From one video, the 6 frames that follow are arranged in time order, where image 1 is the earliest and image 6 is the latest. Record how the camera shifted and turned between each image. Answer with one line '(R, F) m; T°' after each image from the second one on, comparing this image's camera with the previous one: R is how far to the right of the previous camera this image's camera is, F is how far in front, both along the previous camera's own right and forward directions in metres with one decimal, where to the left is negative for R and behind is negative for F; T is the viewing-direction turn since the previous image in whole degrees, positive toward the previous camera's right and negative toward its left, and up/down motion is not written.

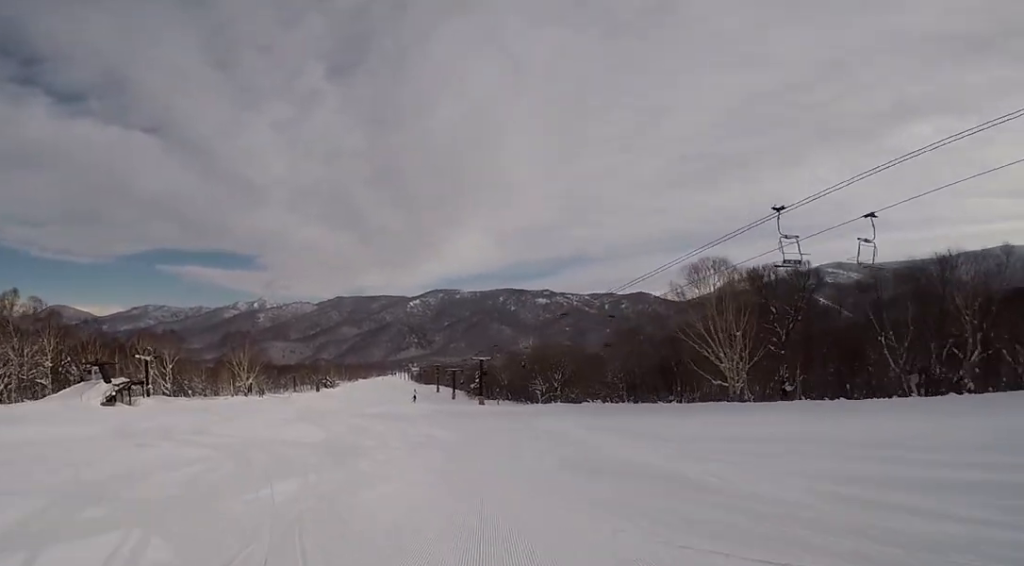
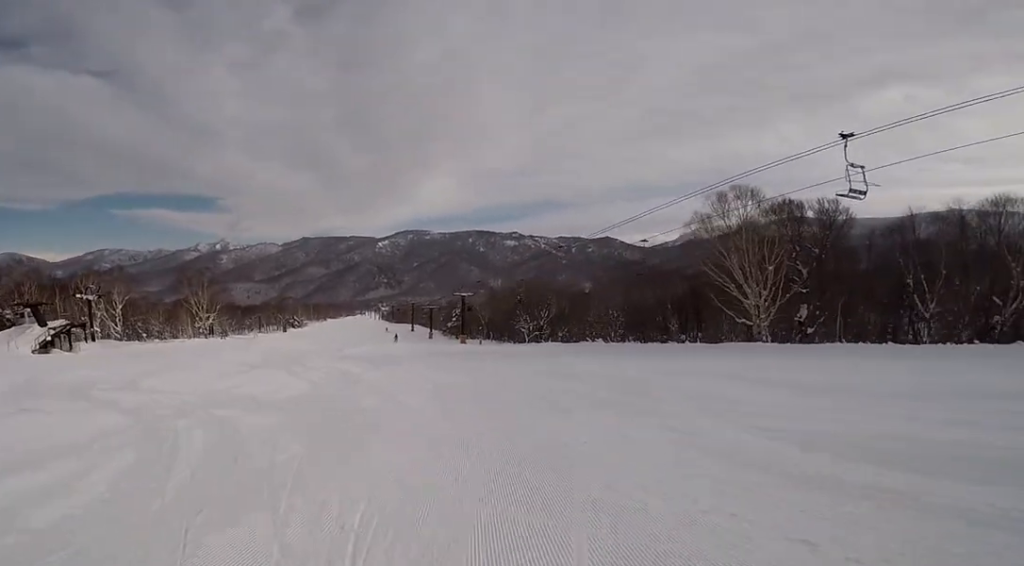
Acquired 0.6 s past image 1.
(+0.4, +6.2) m; 0°
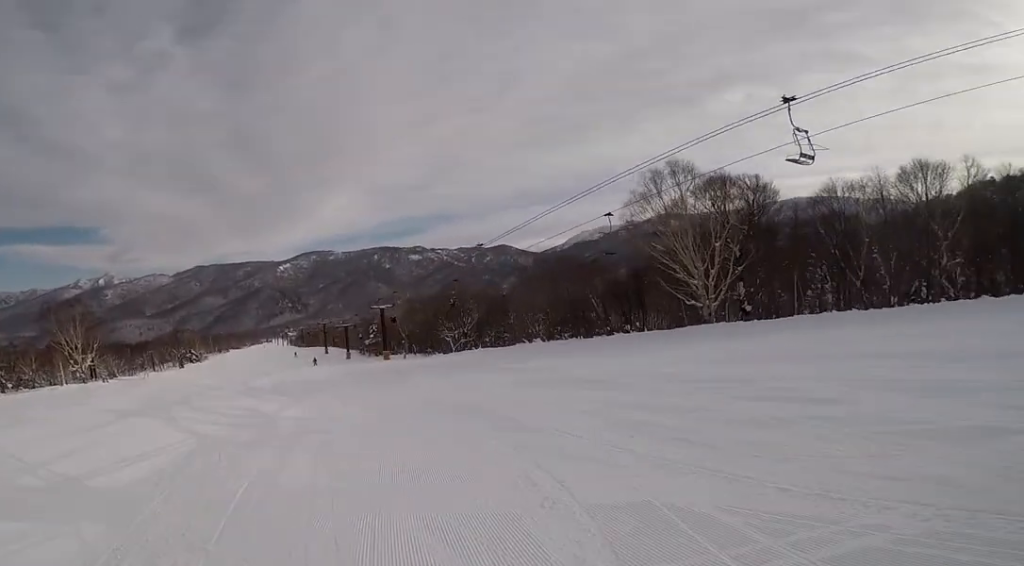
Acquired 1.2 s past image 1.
(0.0, +6.3) m; -1°
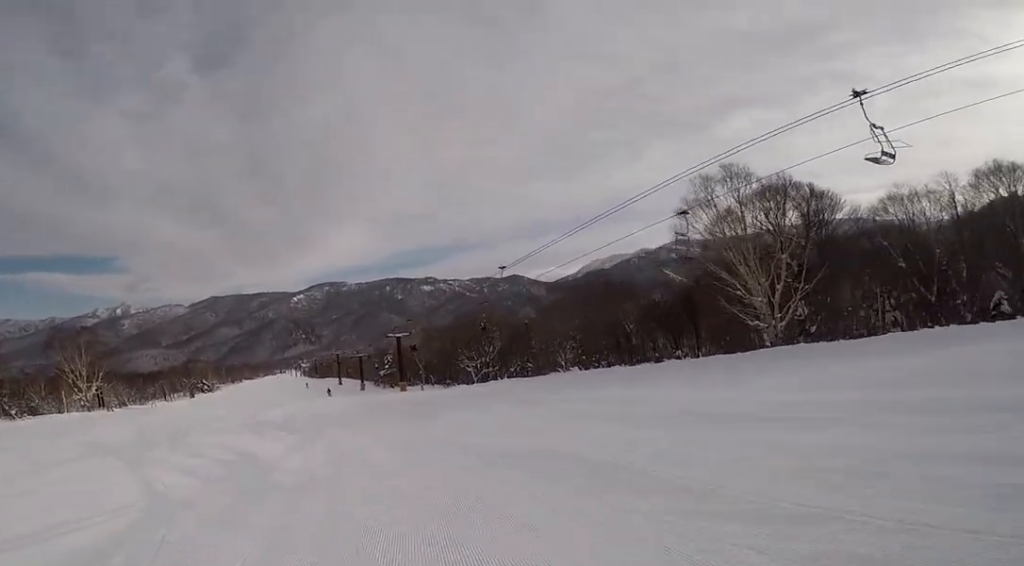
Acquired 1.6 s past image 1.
(-0.2, +4.2) m; -2°
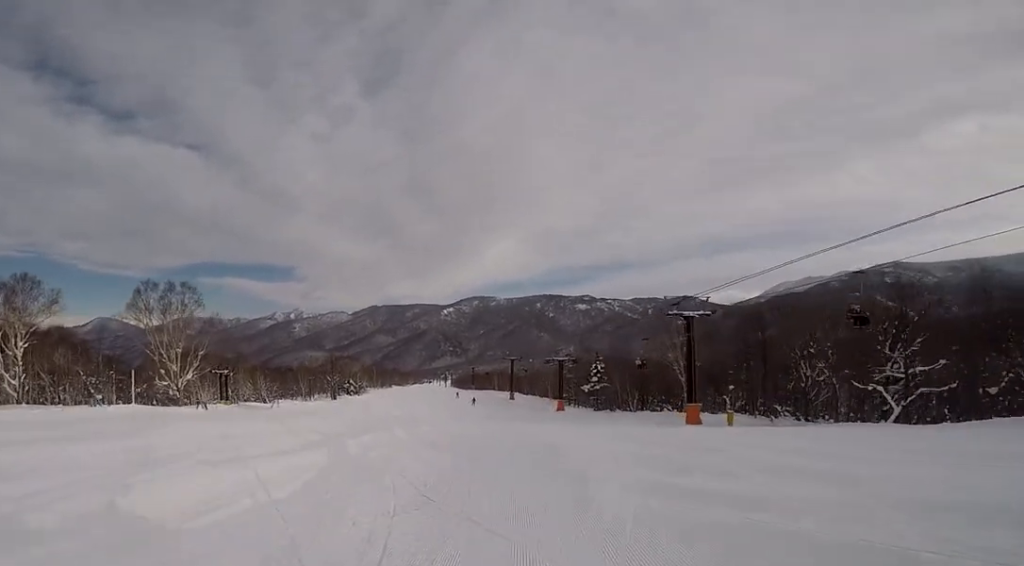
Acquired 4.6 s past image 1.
(-1.9, +32.6) m; +1°
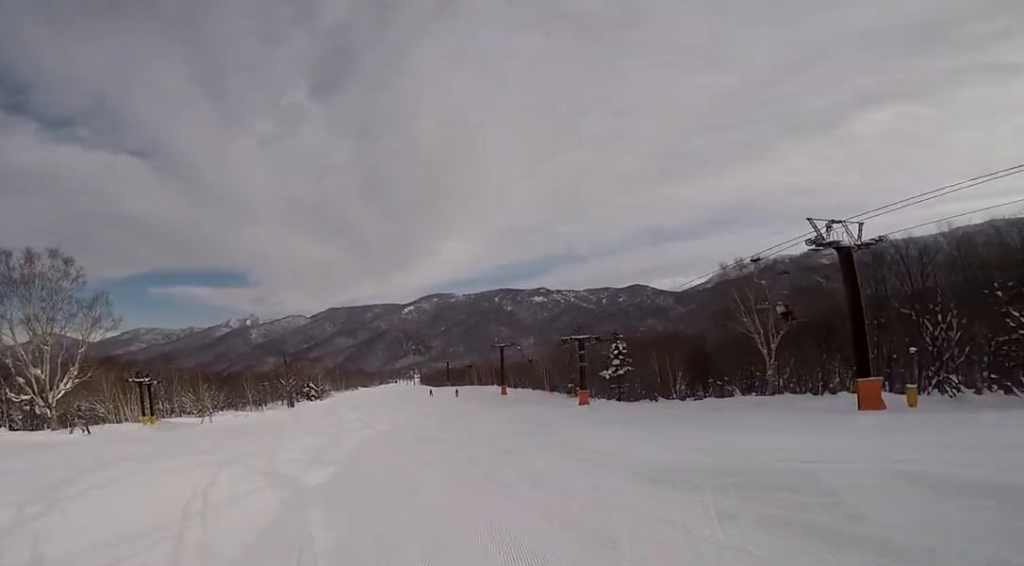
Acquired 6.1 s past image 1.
(-0.4, +16.4) m; -4°
